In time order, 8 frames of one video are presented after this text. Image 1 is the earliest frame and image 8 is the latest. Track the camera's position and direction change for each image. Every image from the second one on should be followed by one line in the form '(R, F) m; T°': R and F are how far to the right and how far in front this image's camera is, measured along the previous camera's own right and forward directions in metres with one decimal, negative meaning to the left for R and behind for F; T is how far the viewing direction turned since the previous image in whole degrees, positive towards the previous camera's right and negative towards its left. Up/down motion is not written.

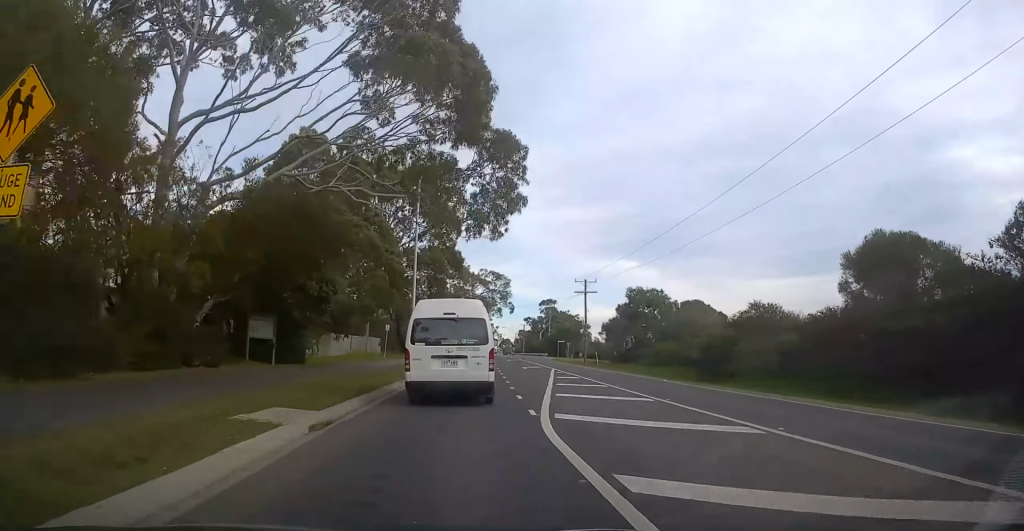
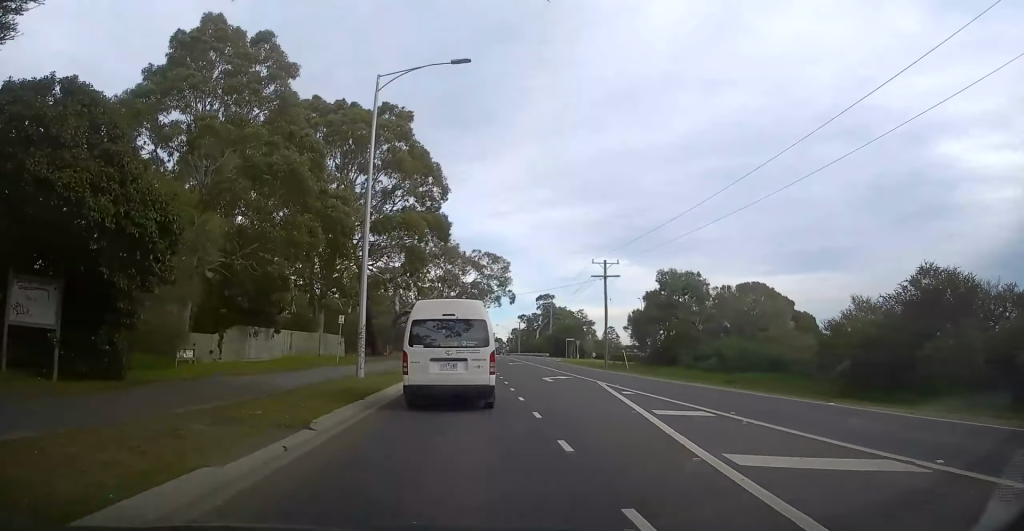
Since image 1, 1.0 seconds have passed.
(-0.2, +16.6) m; -1°
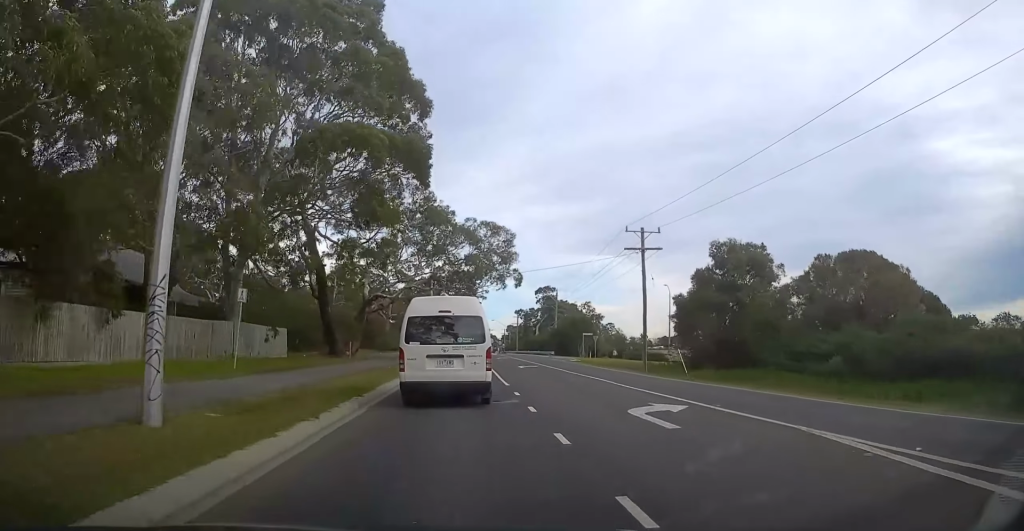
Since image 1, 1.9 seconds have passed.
(0.0, +15.8) m; +1°
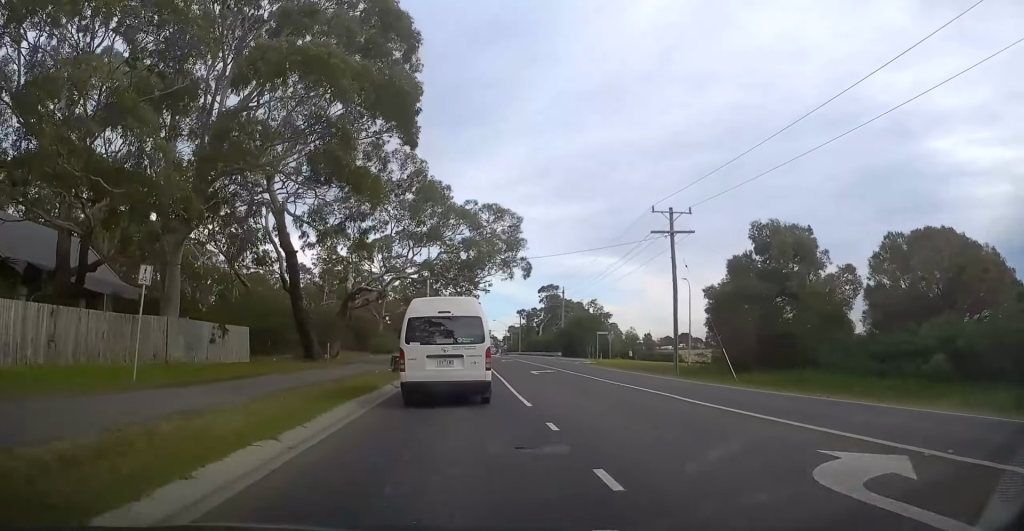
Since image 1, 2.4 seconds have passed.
(+0.3, +6.7) m; 0°
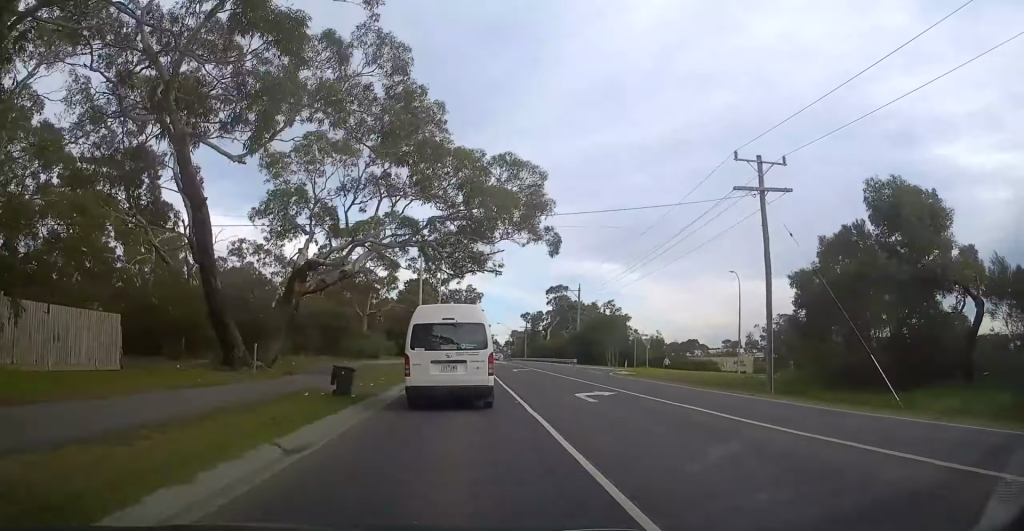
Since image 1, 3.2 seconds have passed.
(-0.1, +13.1) m; 0°
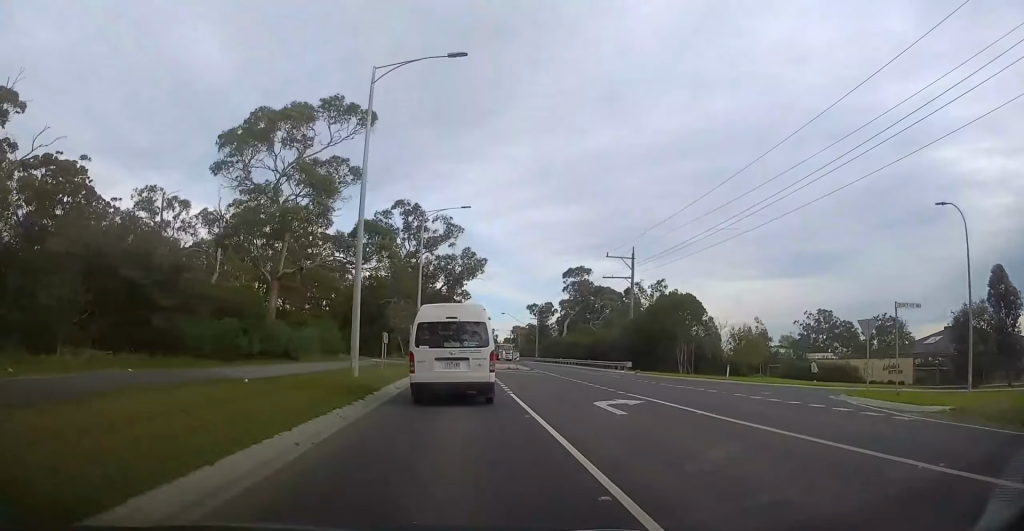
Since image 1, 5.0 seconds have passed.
(0.0, +29.0) m; 0°
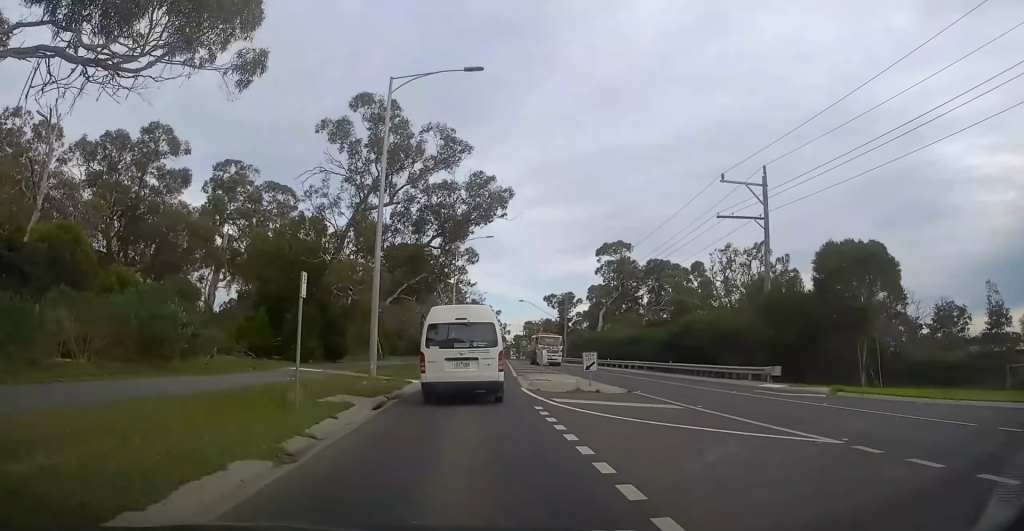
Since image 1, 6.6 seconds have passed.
(+0.2, +25.7) m; 0°
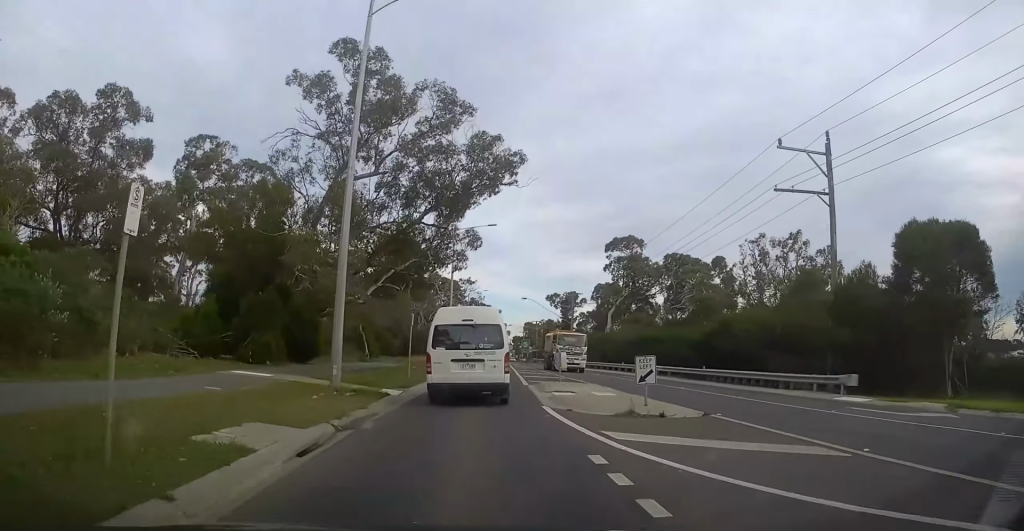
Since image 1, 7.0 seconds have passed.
(-0.2, +6.8) m; 0°
